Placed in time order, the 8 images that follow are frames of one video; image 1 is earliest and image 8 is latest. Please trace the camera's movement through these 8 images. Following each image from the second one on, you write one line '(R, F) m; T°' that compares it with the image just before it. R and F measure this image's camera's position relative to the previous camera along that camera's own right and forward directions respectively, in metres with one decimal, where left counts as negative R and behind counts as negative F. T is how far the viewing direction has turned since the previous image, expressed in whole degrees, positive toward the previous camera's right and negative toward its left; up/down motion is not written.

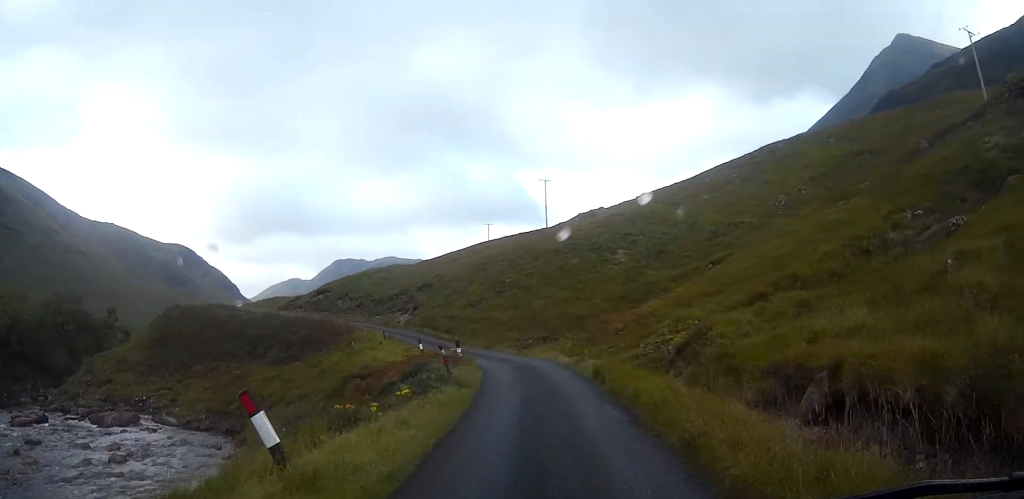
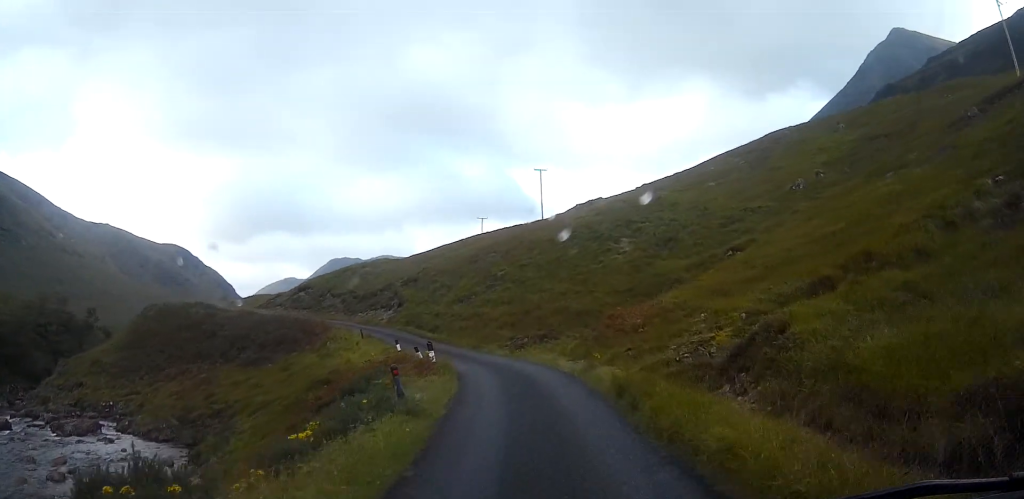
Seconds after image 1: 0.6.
(+0.1, +6.2) m; 0°
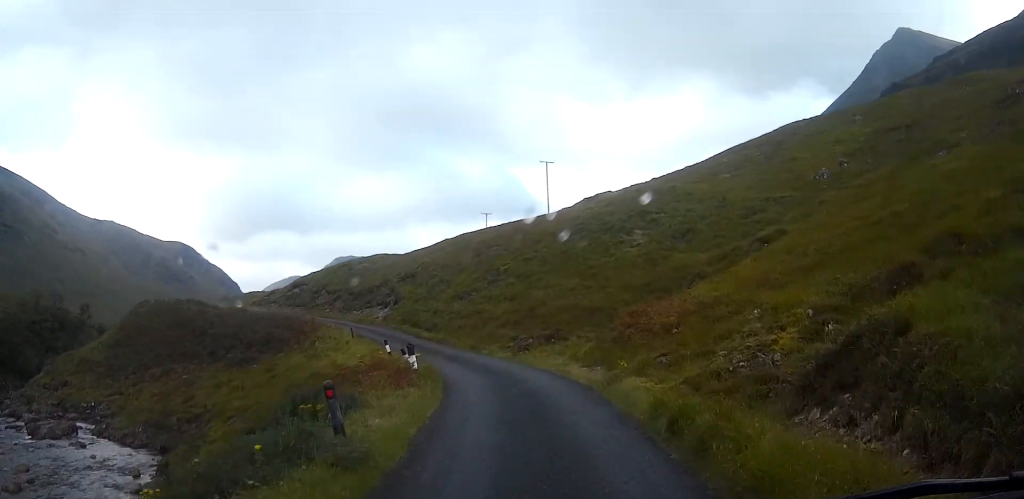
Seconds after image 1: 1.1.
(0.0, +4.3) m; 0°
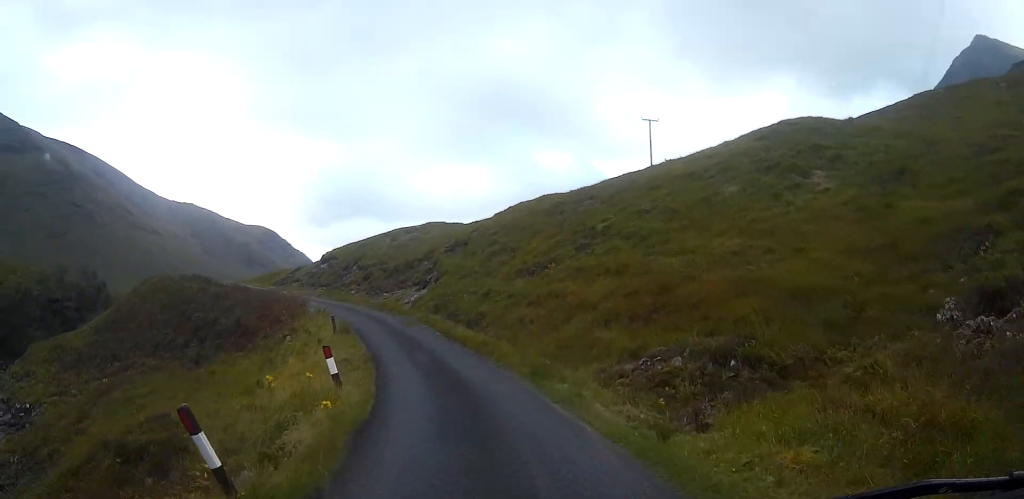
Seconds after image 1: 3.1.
(-0.7, +20.4) m; -6°
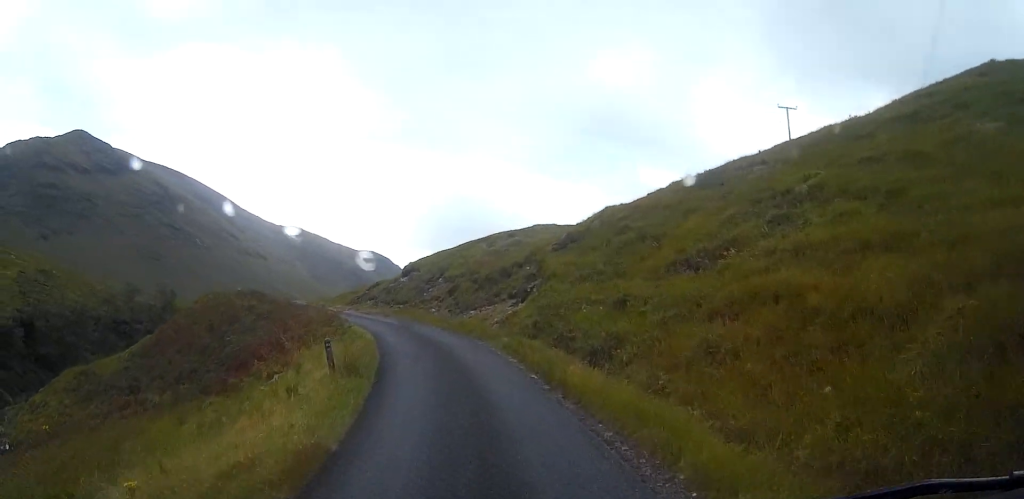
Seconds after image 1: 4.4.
(-0.8, +12.9) m; -8°
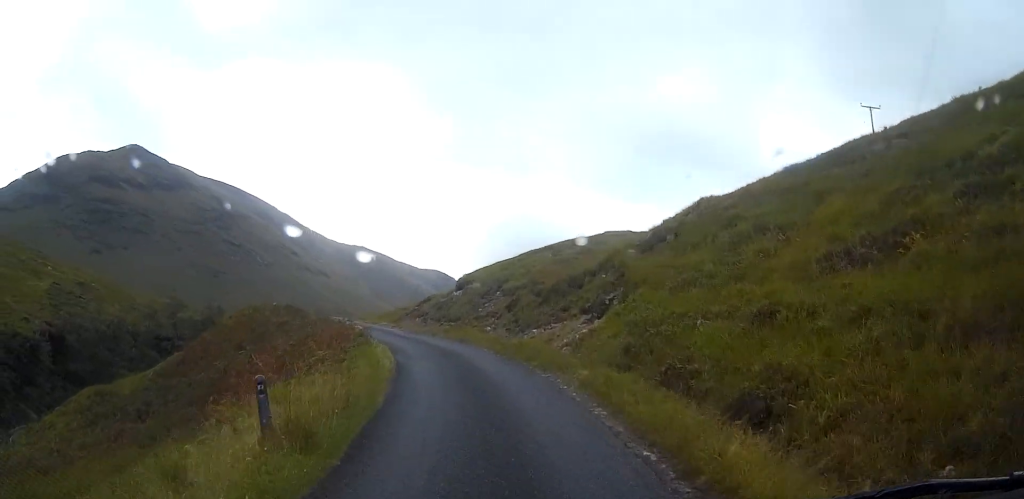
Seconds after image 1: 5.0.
(-0.3, +6.4) m; -4°
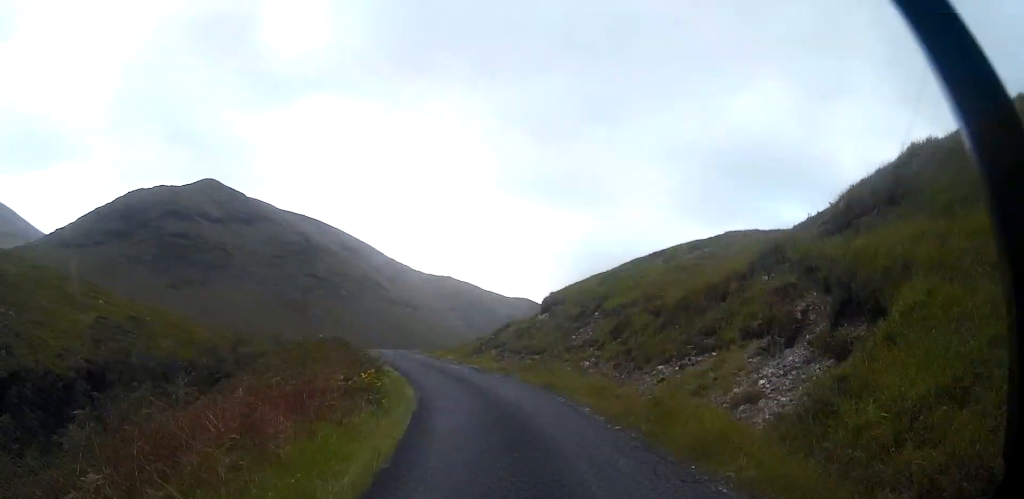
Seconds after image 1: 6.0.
(-0.6, +10.2) m; -7°
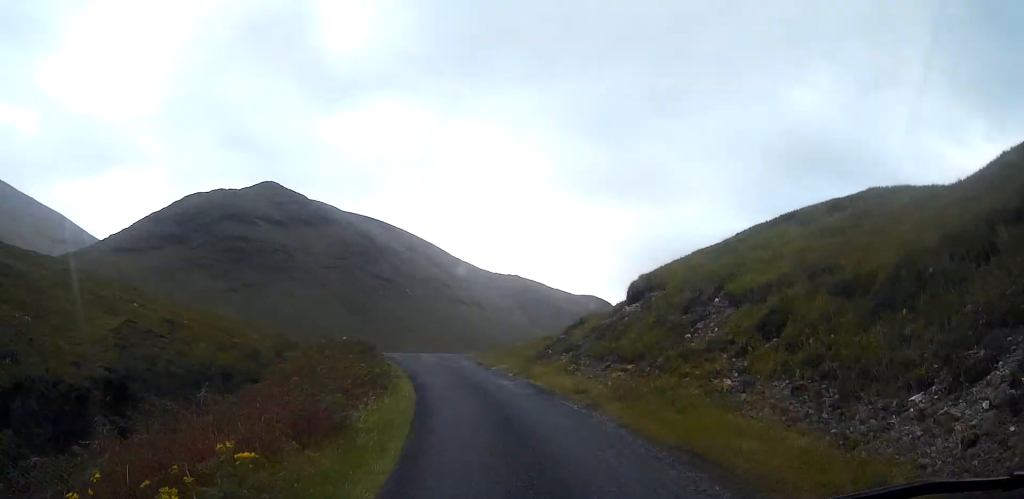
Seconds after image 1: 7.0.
(-0.6, +10.1) m; -7°
